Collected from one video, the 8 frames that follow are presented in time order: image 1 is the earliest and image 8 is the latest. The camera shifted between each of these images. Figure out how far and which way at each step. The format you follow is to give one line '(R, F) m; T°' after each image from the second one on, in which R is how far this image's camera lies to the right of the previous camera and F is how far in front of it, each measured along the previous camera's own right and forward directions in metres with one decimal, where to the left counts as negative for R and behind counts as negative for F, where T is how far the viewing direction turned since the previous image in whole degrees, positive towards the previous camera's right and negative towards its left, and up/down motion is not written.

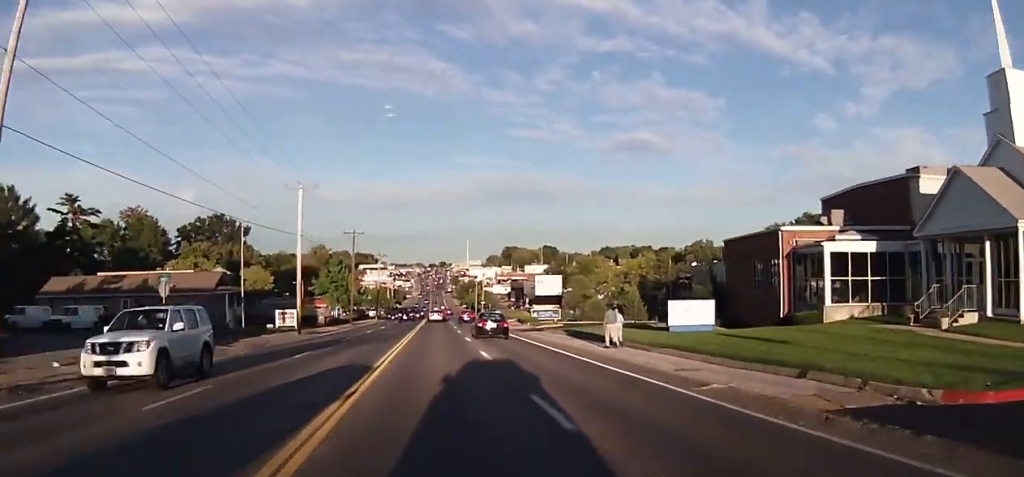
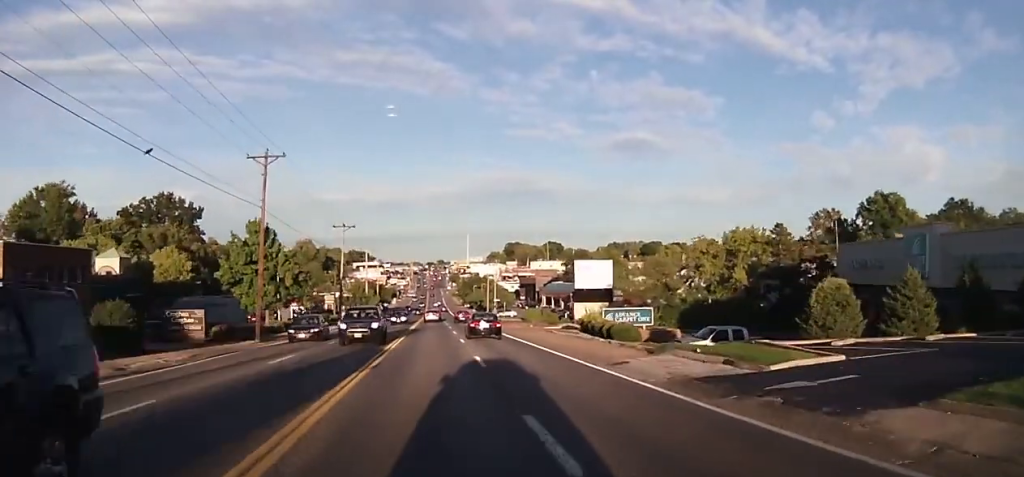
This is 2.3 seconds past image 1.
(+0.2, +38.7) m; 0°
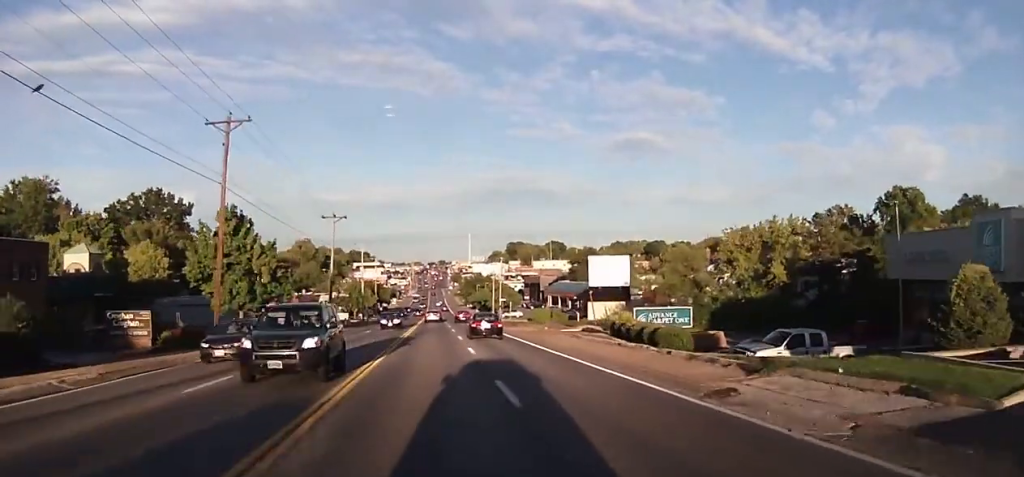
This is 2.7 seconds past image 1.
(0.0, +7.5) m; 0°
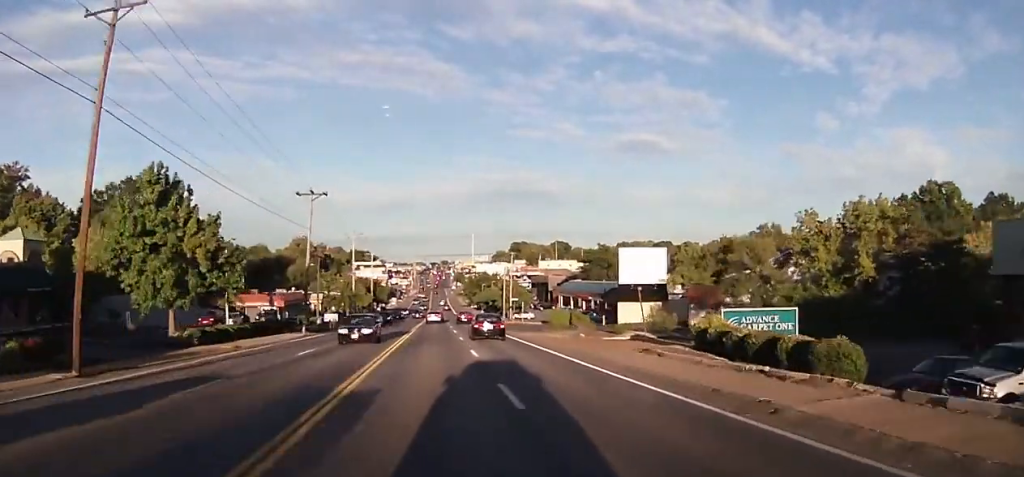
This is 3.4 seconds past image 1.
(0.0, +12.8) m; +1°
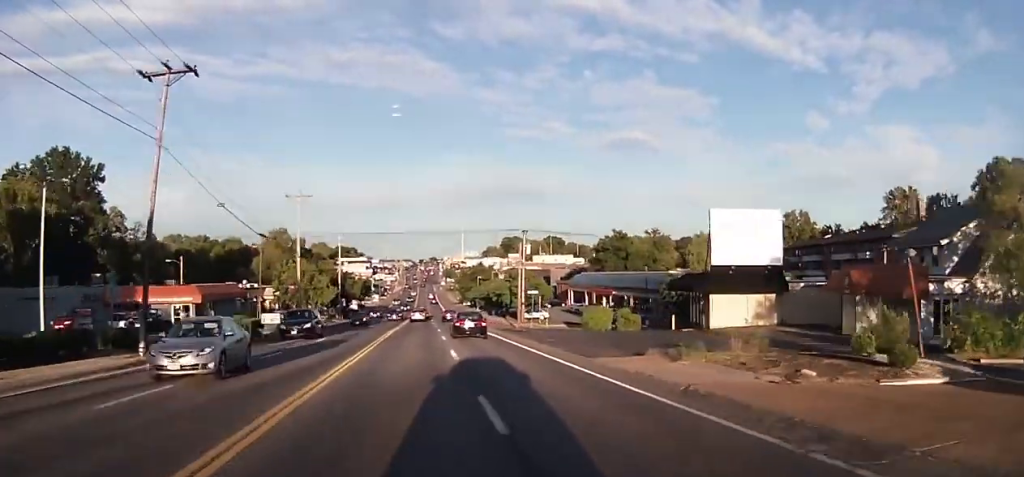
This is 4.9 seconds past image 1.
(+0.2, +26.5) m; -1°
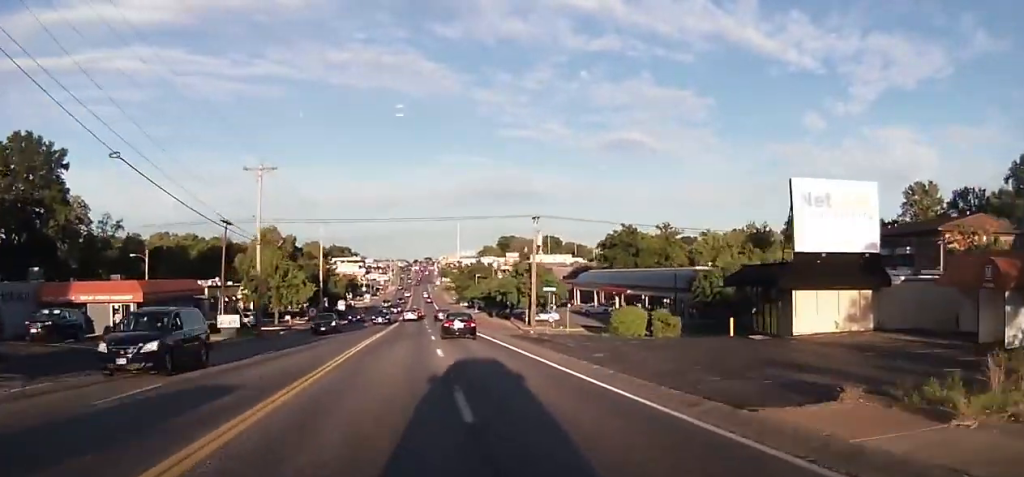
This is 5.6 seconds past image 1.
(-0.7, +11.4) m; 0°
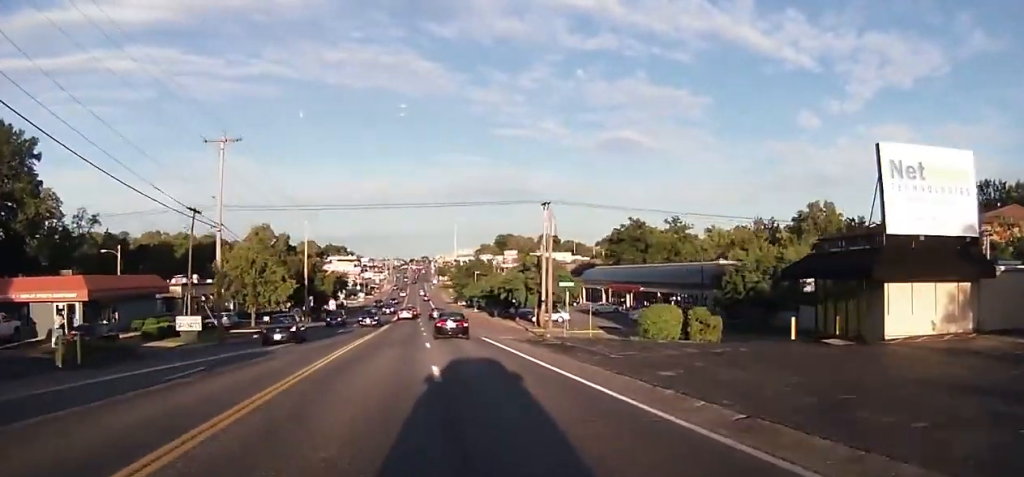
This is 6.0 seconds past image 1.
(+0.3, +7.8) m; +1°
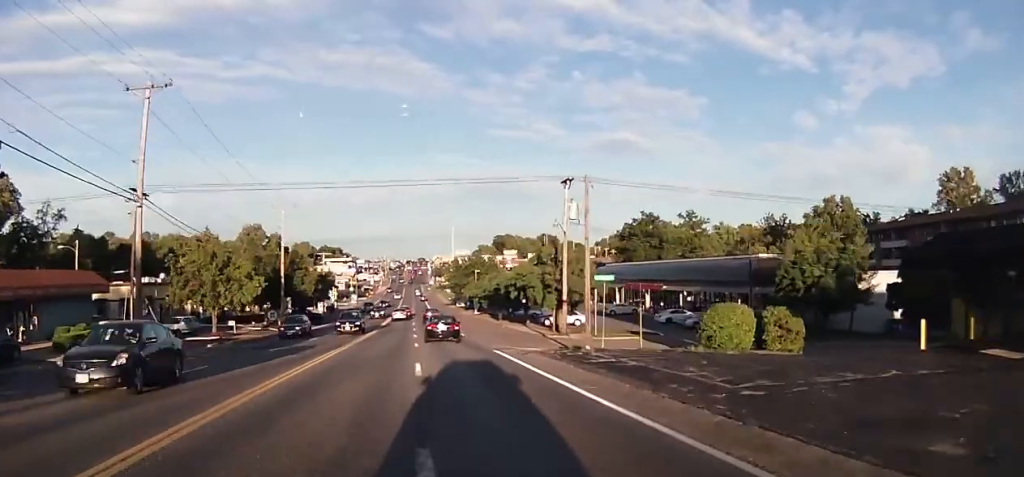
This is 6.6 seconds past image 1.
(+0.4, +10.3) m; +2°
